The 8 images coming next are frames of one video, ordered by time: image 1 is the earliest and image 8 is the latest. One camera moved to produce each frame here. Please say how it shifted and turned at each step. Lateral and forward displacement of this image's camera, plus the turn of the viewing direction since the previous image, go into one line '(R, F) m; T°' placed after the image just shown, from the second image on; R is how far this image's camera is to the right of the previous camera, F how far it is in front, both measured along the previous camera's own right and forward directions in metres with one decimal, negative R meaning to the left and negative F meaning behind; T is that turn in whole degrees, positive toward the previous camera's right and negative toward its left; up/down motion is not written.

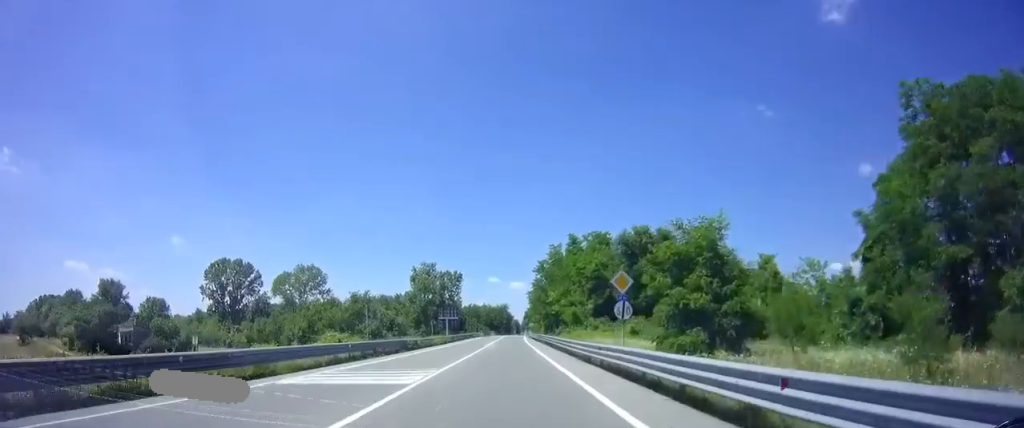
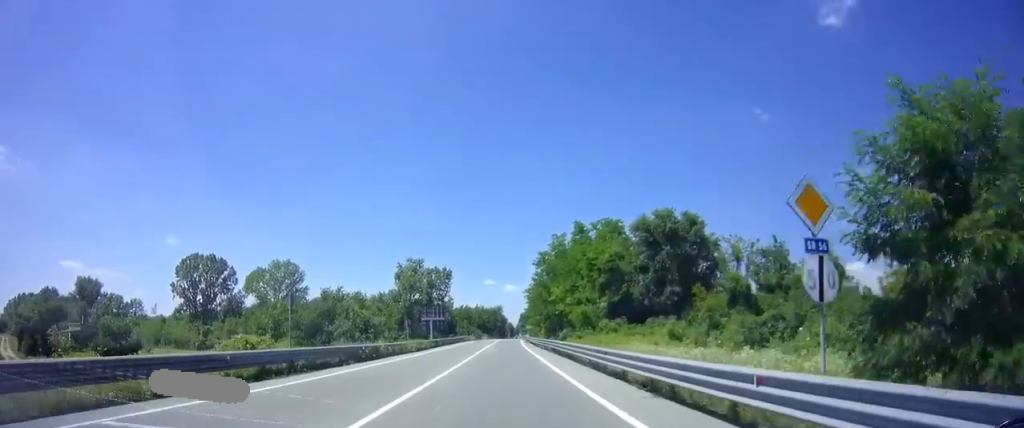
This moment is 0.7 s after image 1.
(+0.1, +11.1) m; 0°
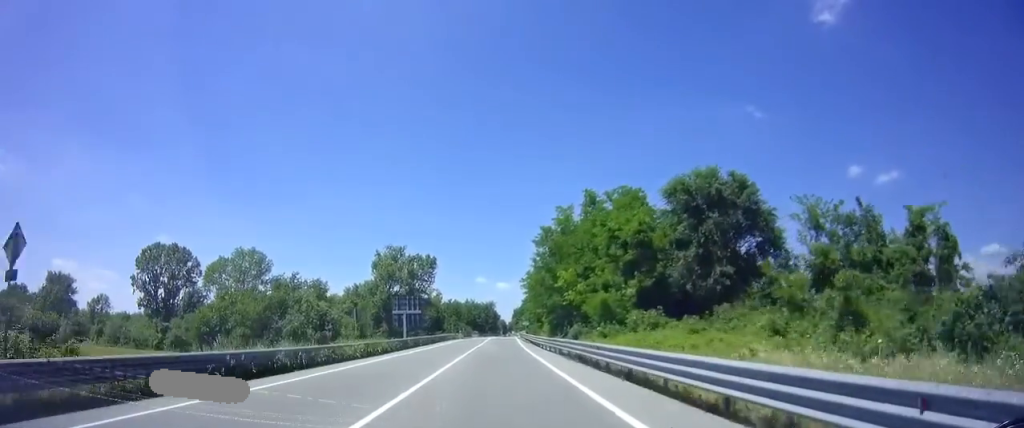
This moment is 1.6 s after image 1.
(-0.2, +14.1) m; 0°
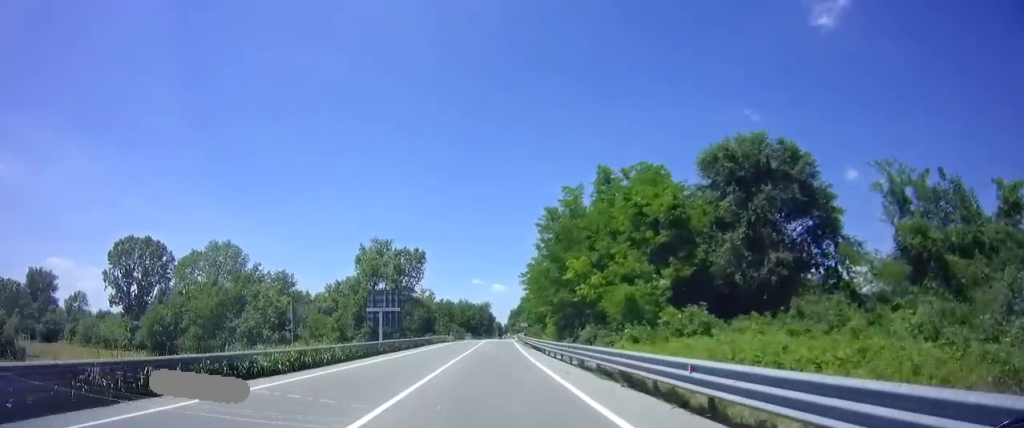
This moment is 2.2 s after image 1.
(+0.1, +8.6) m; +1°
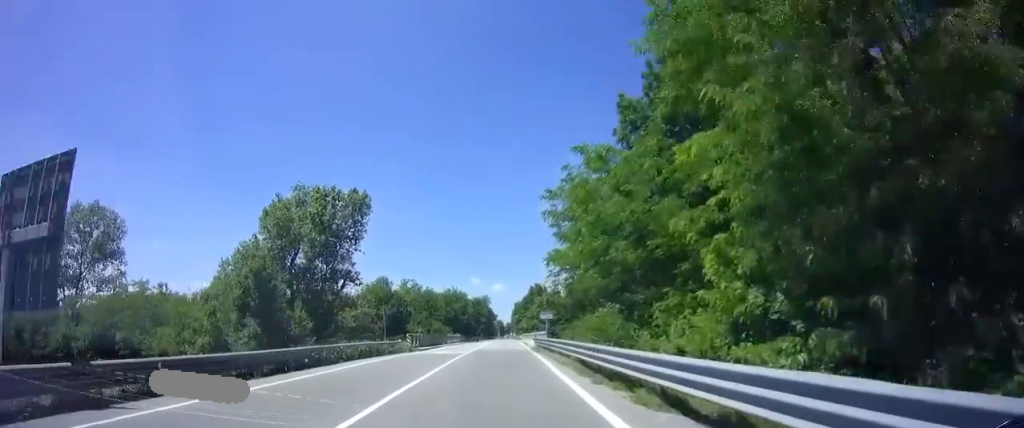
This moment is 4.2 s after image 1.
(+0.1, +34.5) m; 0°
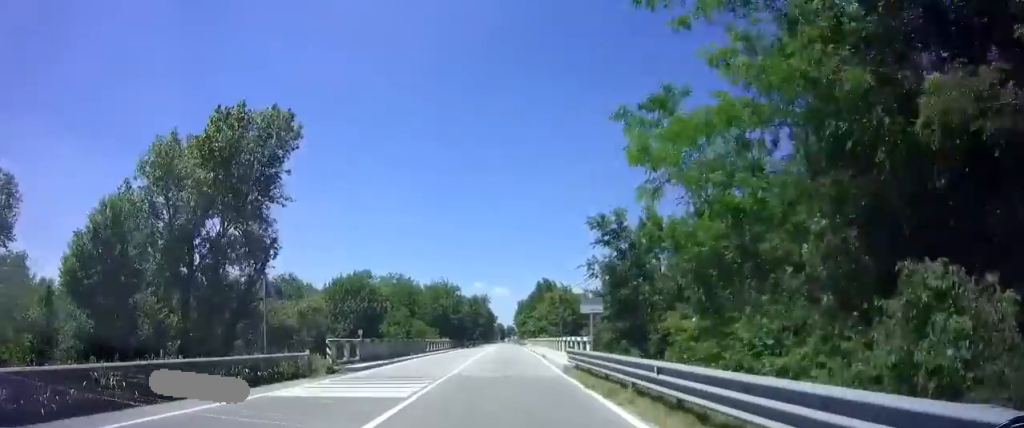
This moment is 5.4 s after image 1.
(-0.1, +19.6) m; 0°
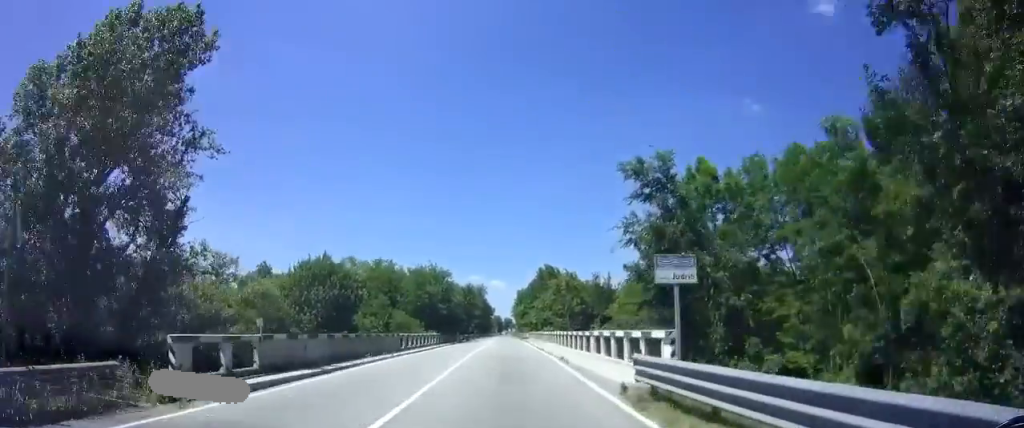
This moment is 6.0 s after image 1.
(+0.1, +11.2) m; 0°
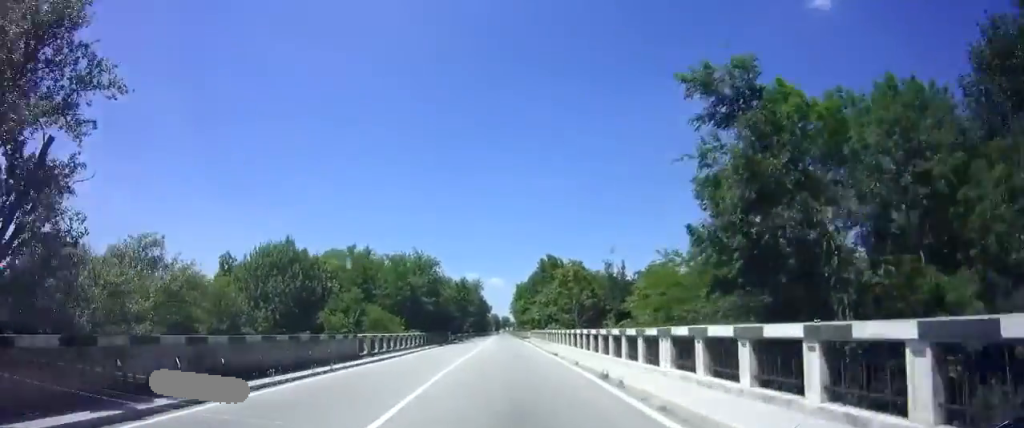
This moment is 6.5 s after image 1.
(+0.1, +8.9) m; 0°
